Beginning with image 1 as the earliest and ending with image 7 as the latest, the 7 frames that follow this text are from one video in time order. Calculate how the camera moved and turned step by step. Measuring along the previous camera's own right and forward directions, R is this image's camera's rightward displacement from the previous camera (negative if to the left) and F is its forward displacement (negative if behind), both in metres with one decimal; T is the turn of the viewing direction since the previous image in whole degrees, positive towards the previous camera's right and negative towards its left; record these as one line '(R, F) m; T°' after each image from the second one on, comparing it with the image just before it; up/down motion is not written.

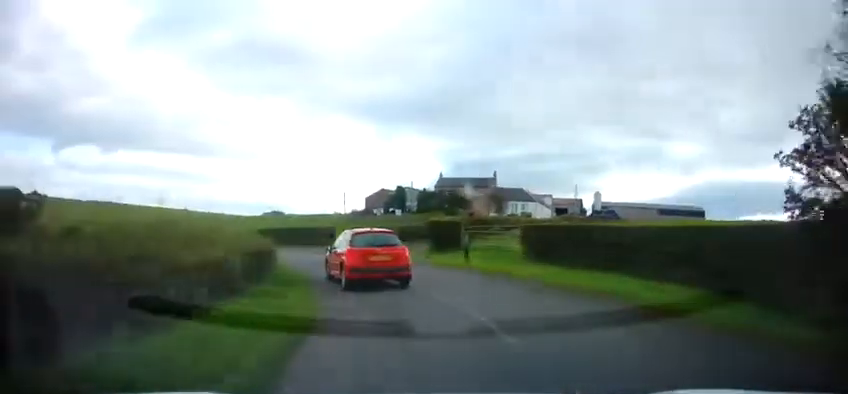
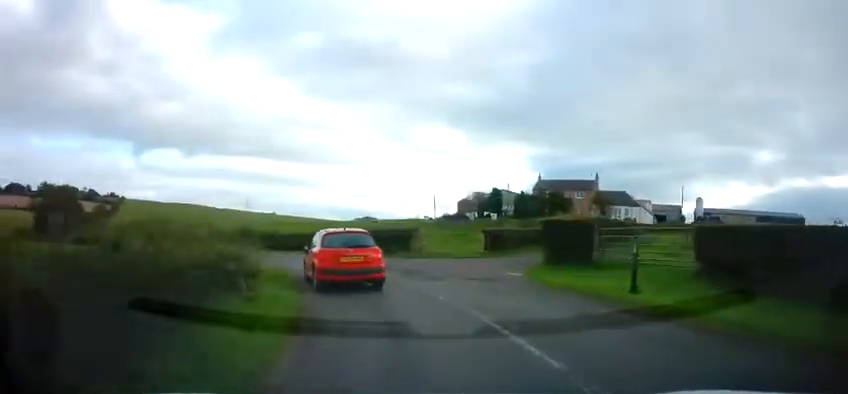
(0.0, +8.7) m; -10°
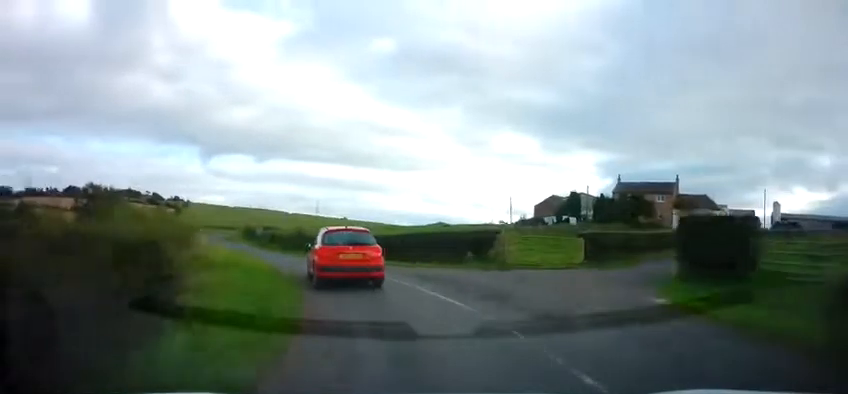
(-0.3, +5.7) m; -11°
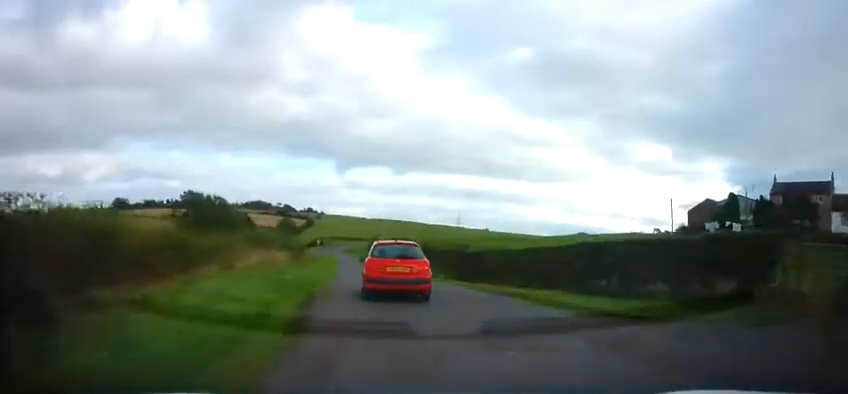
(-2.6, +10.7) m; -20°
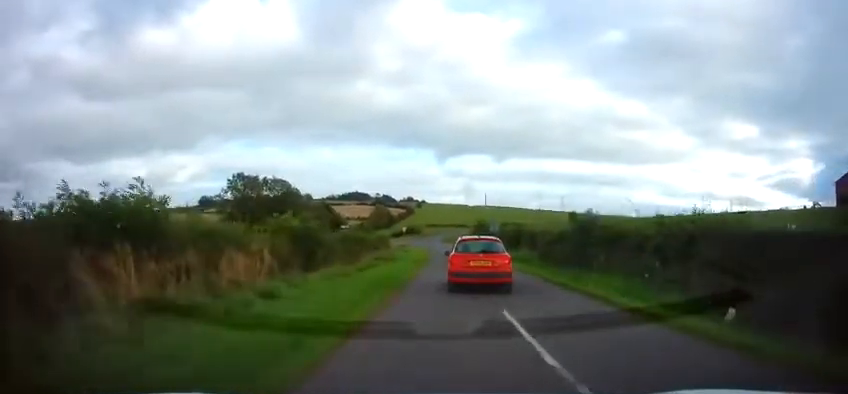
(-2.7, +18.8) m; -11°
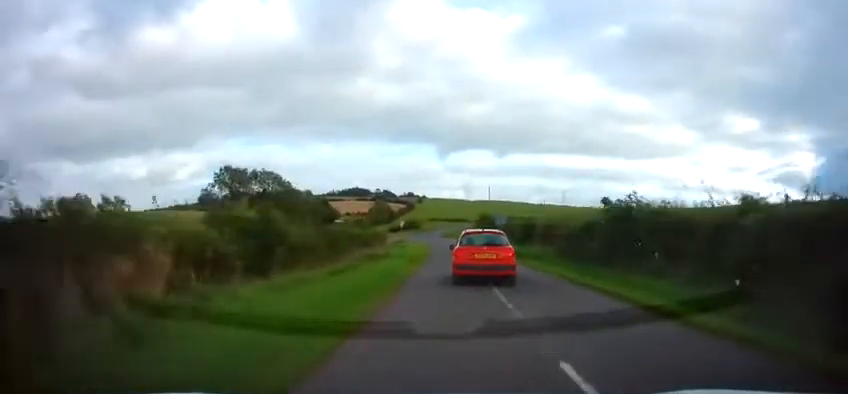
(0.0, +4.5) m; 0°
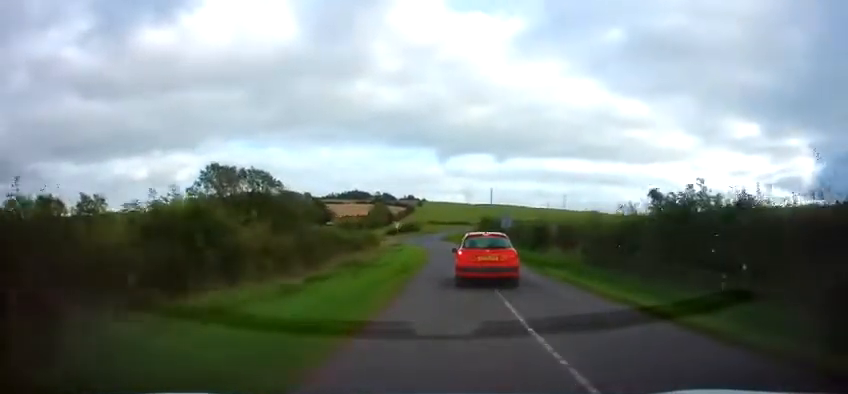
(0.0, +4.1) m; 0°
